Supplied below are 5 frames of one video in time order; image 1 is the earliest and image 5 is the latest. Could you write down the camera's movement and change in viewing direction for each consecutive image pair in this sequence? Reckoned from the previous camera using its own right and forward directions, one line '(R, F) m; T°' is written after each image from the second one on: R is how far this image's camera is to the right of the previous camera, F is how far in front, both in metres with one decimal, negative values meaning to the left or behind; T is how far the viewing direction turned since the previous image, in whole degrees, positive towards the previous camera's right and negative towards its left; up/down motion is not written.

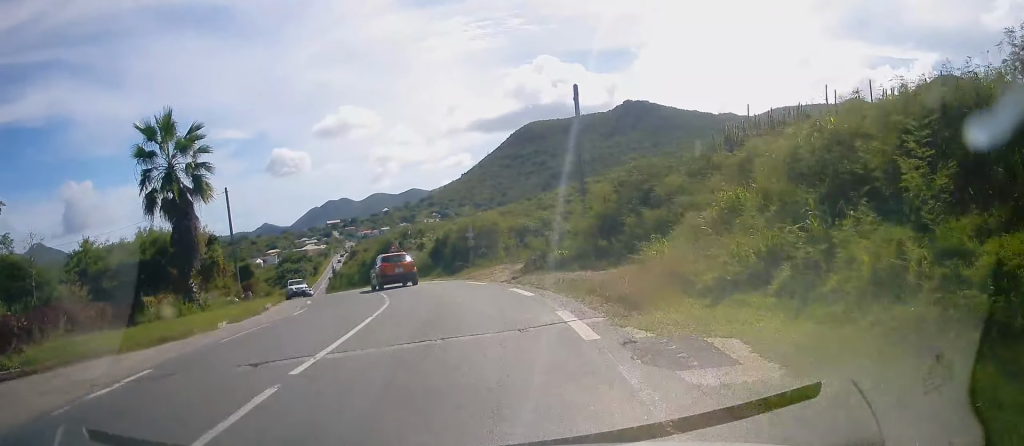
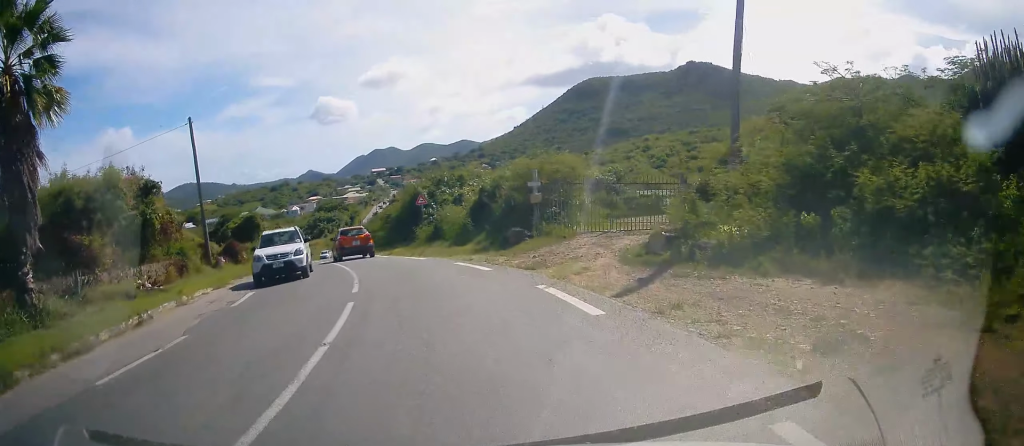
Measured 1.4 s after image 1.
(0.0, +13.0) m; -2°
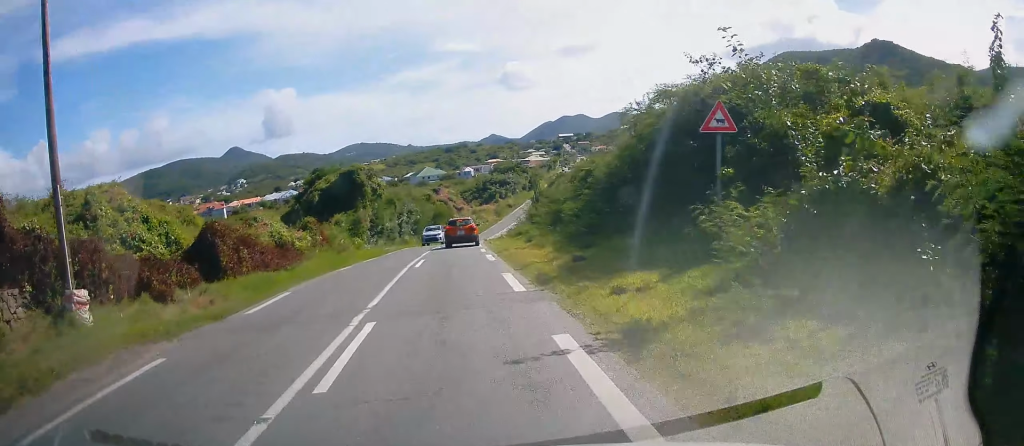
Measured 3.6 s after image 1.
(-2.8, +22.3) m; -14°
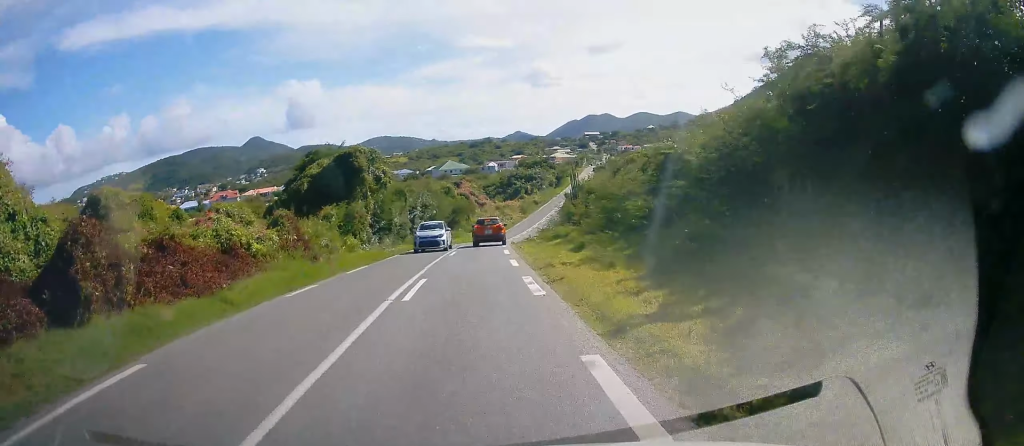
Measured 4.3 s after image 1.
(-0.2, +7.3) m; -2°
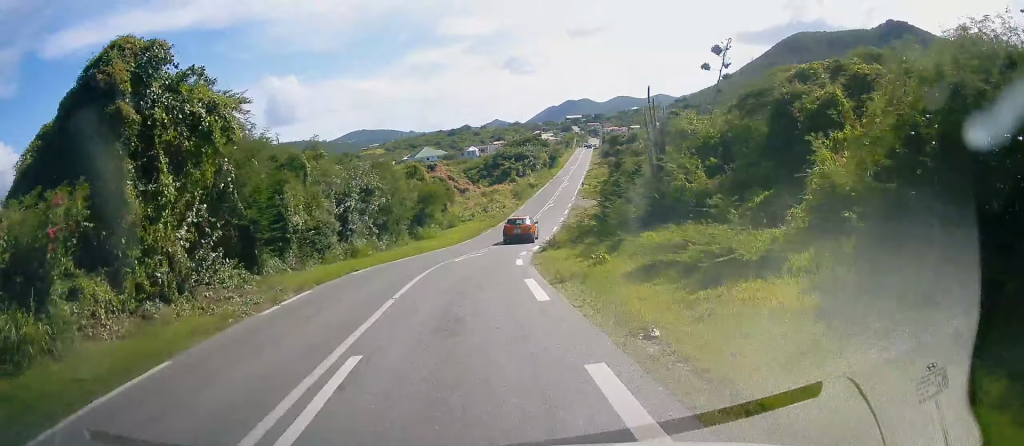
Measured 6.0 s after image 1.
(-0.6, +20.4) m; -1°
